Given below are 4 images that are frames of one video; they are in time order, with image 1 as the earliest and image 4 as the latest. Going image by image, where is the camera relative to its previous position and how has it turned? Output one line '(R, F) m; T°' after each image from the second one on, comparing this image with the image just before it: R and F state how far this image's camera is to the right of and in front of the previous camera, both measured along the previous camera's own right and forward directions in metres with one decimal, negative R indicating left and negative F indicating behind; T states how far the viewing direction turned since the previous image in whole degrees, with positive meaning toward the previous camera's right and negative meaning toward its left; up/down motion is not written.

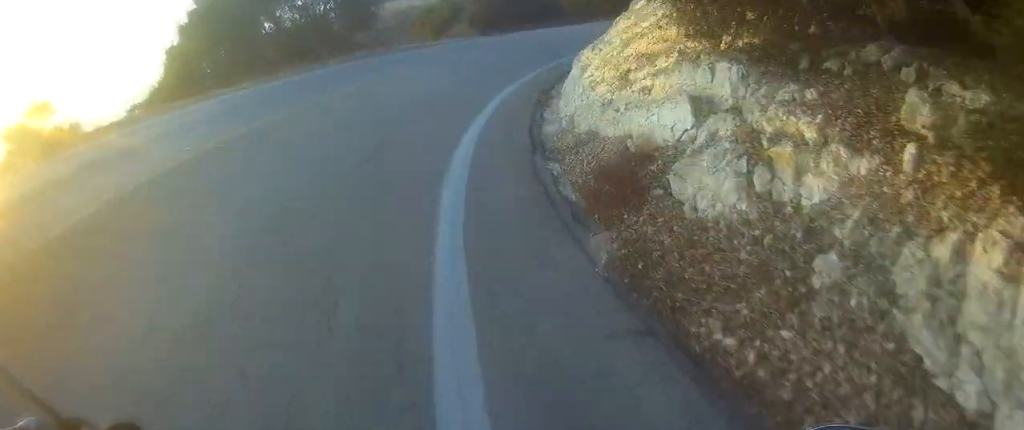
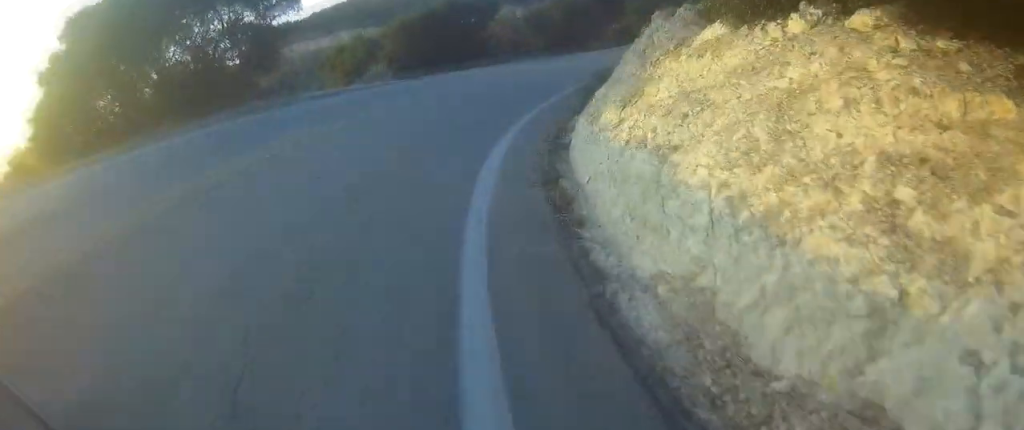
(-0.2, +6.1) m; +3°
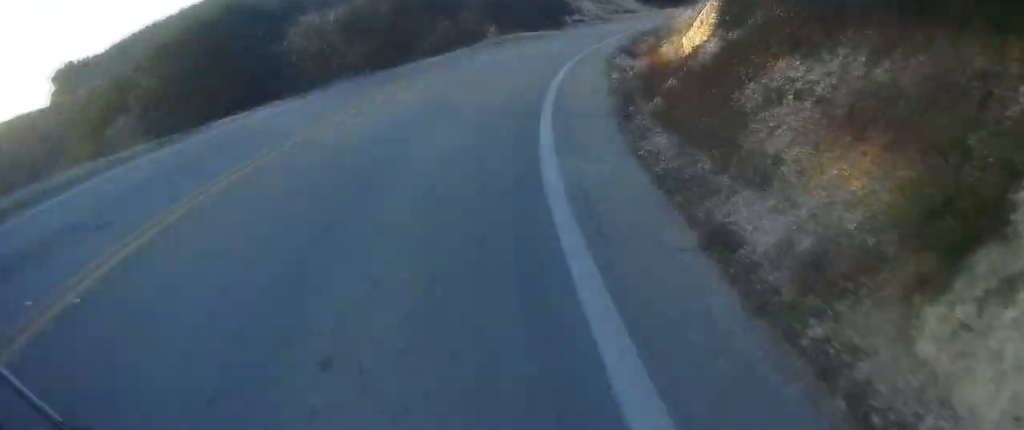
(+1.5, +12.8) m; +21°
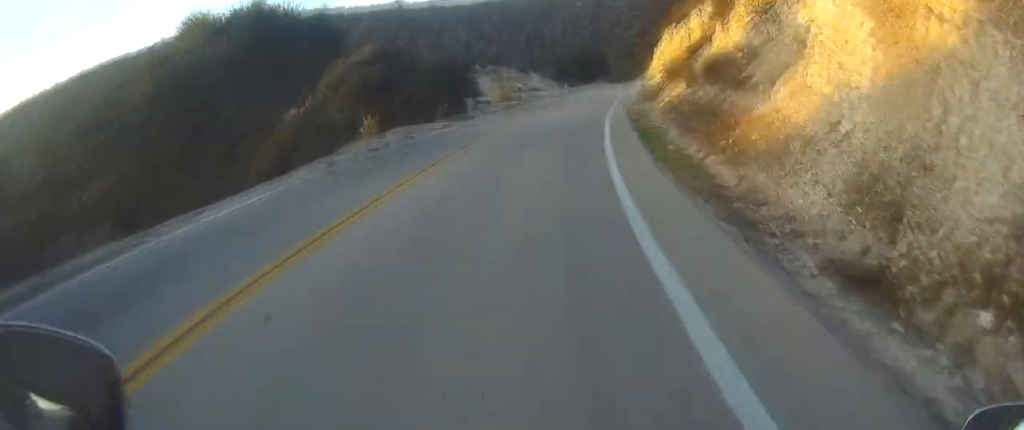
(+4.4, +16.0) m; +28°
